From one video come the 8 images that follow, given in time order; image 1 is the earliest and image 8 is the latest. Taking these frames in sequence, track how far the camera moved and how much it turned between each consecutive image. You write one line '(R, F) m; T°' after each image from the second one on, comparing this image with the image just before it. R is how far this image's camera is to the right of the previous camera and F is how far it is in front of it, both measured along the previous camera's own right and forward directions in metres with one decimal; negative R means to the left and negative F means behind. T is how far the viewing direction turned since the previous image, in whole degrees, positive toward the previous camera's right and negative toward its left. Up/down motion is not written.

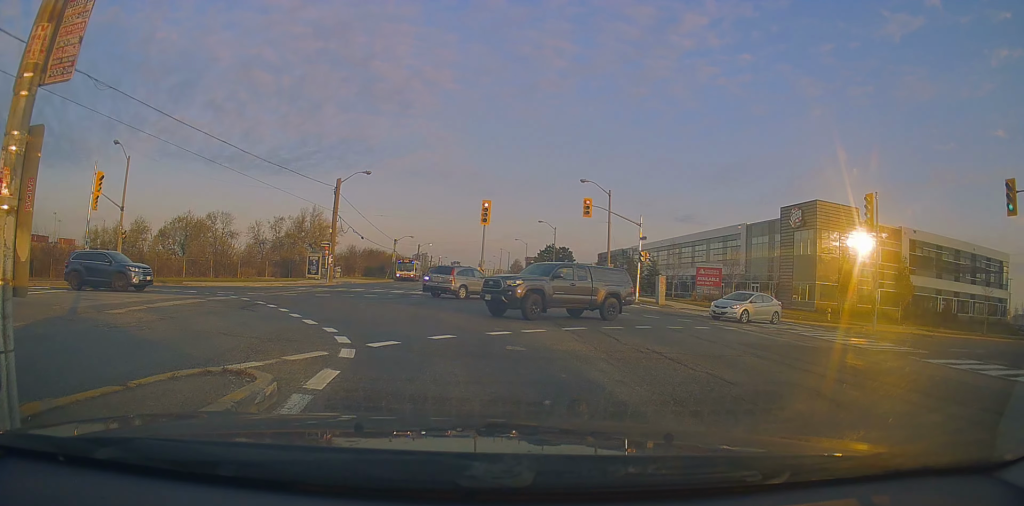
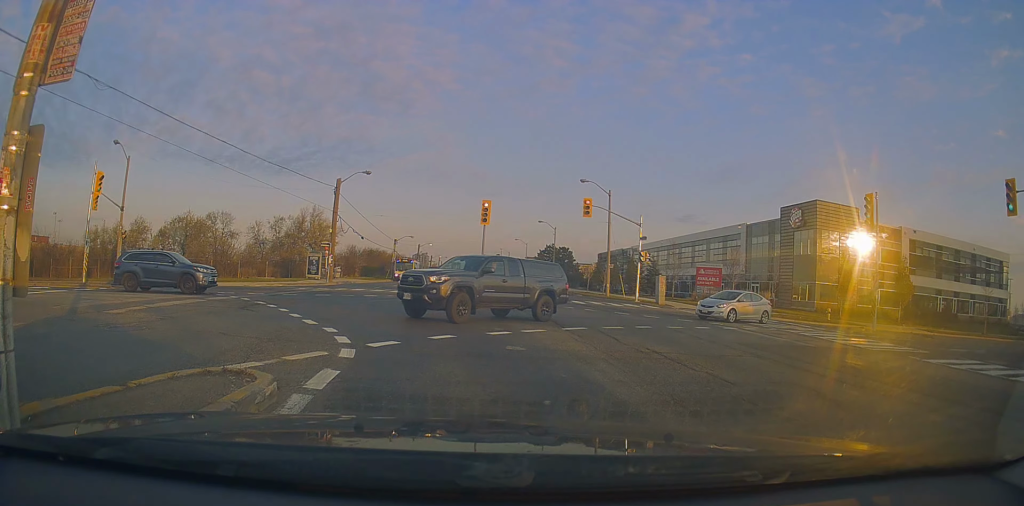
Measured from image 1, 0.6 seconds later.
(0.0, 0.0) m; 0°
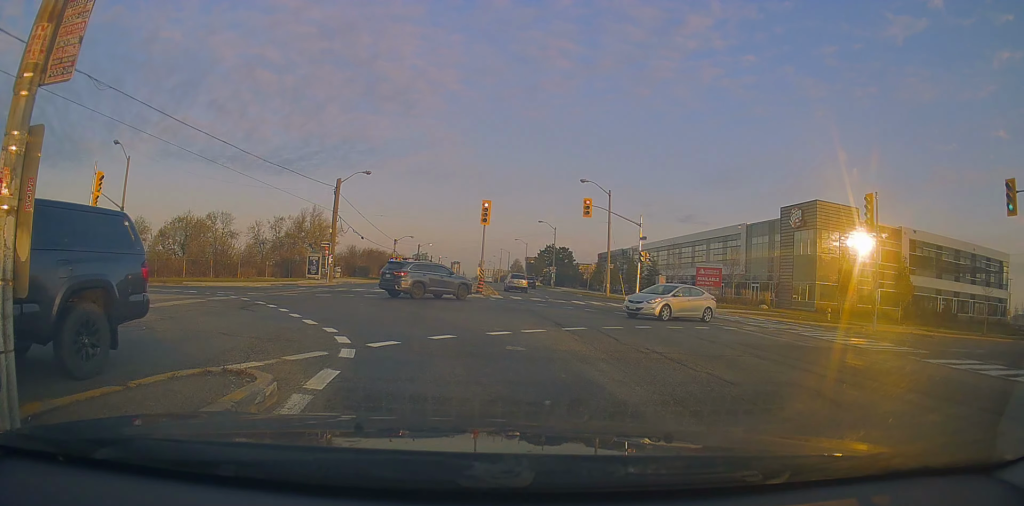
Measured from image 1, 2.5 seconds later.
(0.0, 0.0) m; 0°
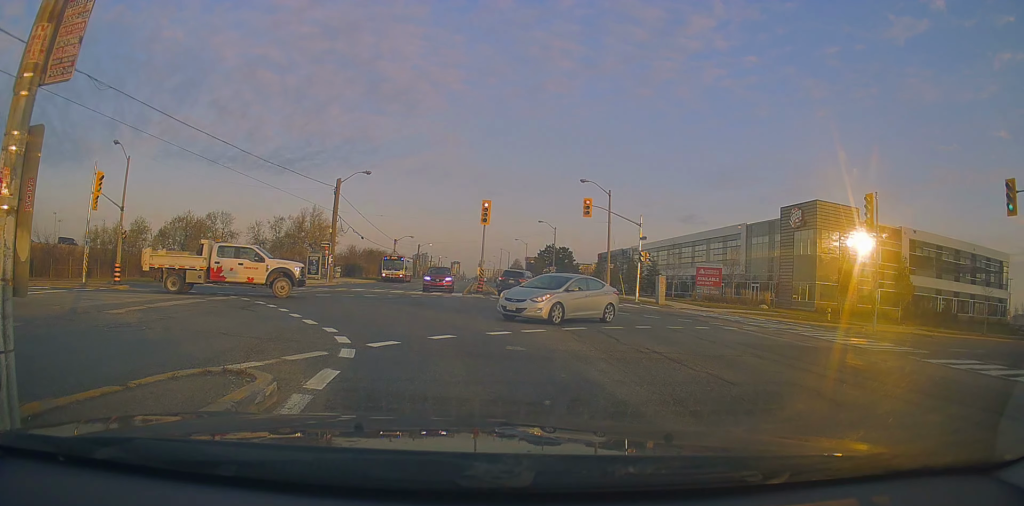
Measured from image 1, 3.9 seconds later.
(0.0, 0.0) m; 0°
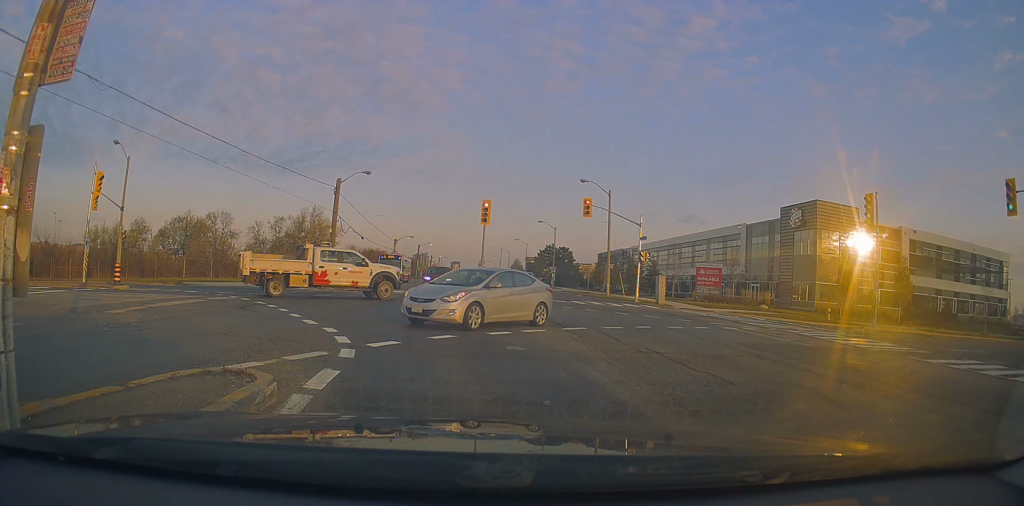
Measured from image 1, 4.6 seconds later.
(0.0, 0.0) m; 0°
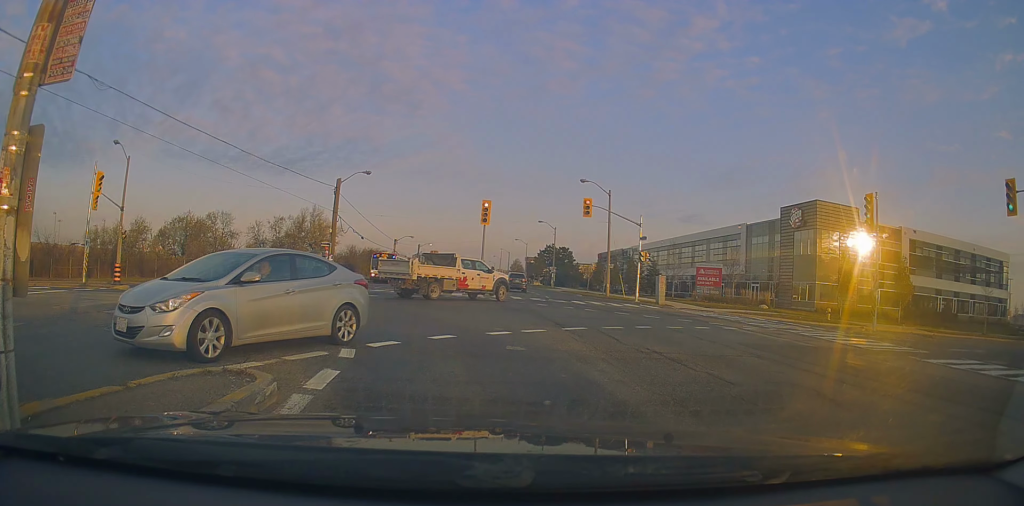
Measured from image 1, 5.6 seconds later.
(0.0, 0.0) m; 0°
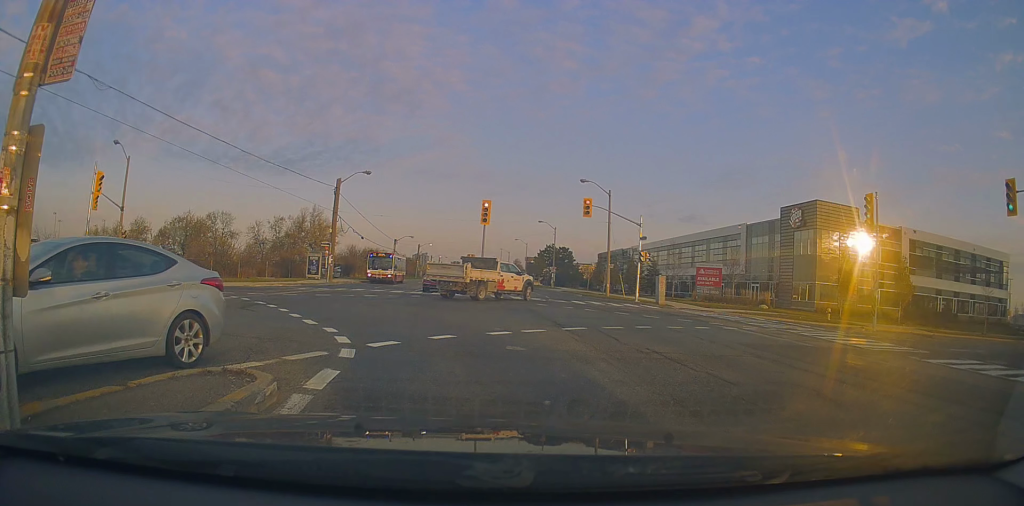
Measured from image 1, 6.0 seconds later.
(0.0, 0.0) m; 0°
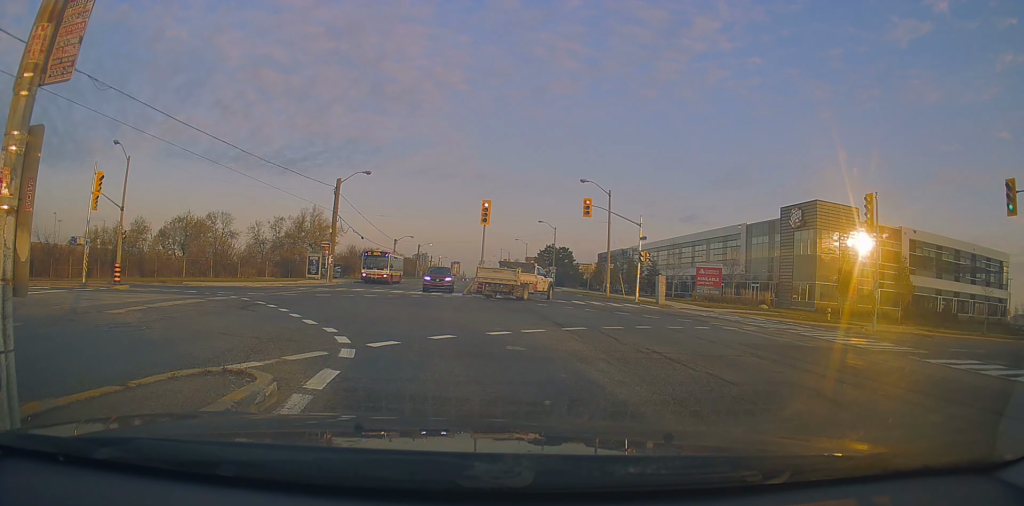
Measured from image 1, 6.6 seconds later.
(0.0, 0.0) m; 0°
